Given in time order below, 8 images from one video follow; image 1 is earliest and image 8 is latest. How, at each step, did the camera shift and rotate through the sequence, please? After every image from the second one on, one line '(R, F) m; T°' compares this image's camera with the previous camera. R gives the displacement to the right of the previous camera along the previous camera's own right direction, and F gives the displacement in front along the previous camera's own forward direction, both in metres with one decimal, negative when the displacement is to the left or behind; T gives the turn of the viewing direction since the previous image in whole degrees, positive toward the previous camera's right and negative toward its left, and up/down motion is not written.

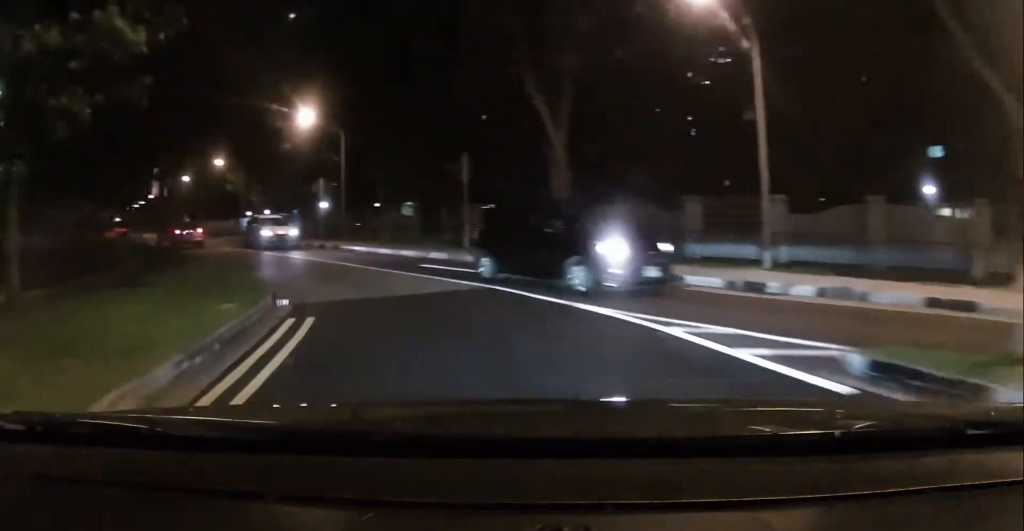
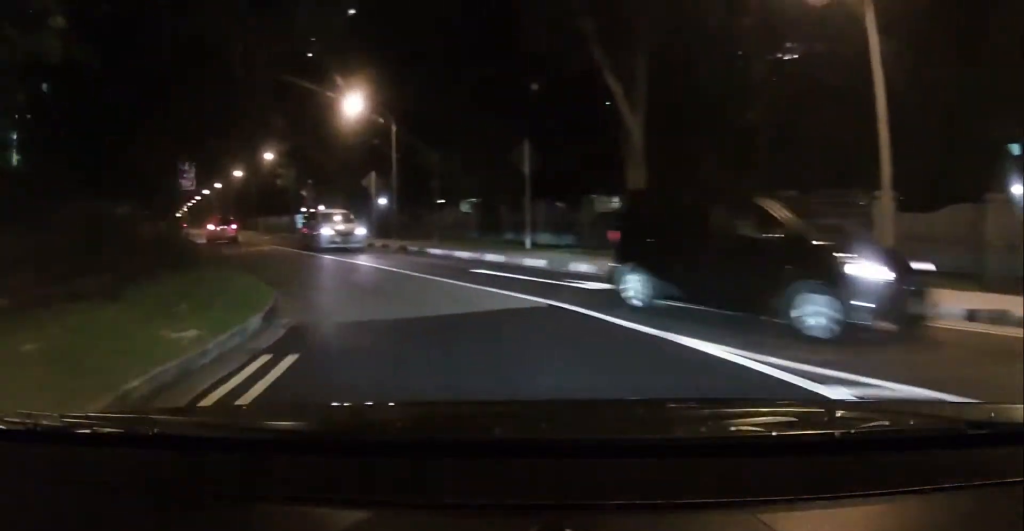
(-0.3, +2.7) m; -8°
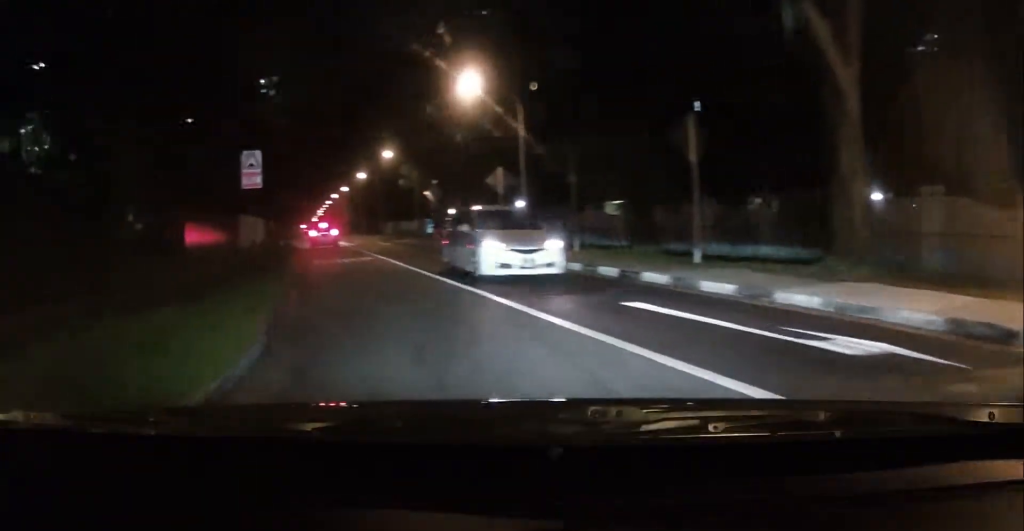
(-0.7, +5.6) m; -15°
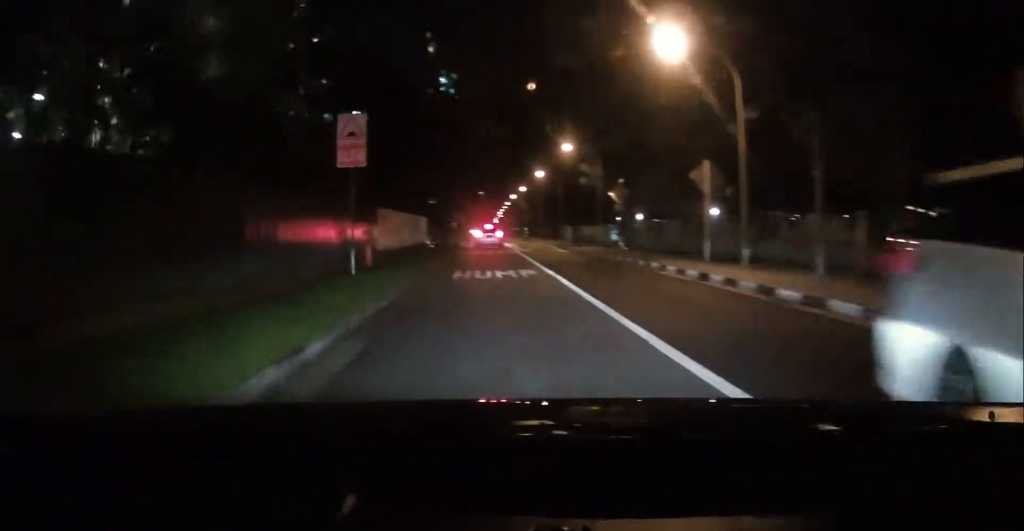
(-1.0, +6.7) m; -15°
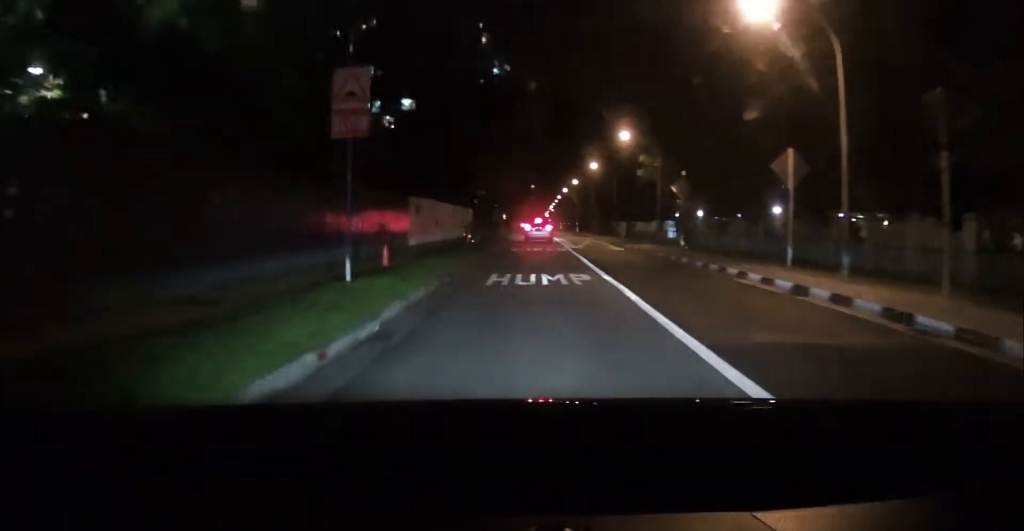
(-0.3, +3.4) m; -6°
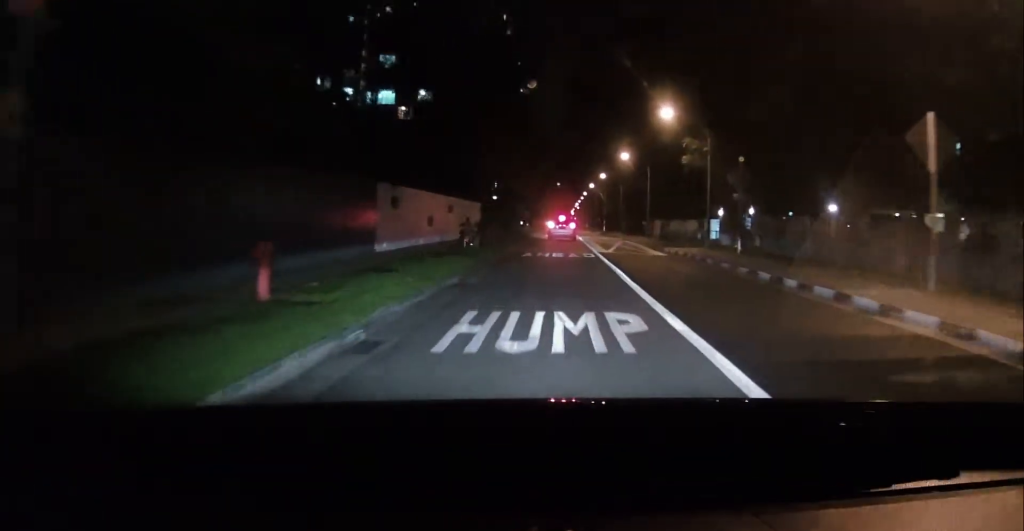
(-0.6, +6.4) m; -5°
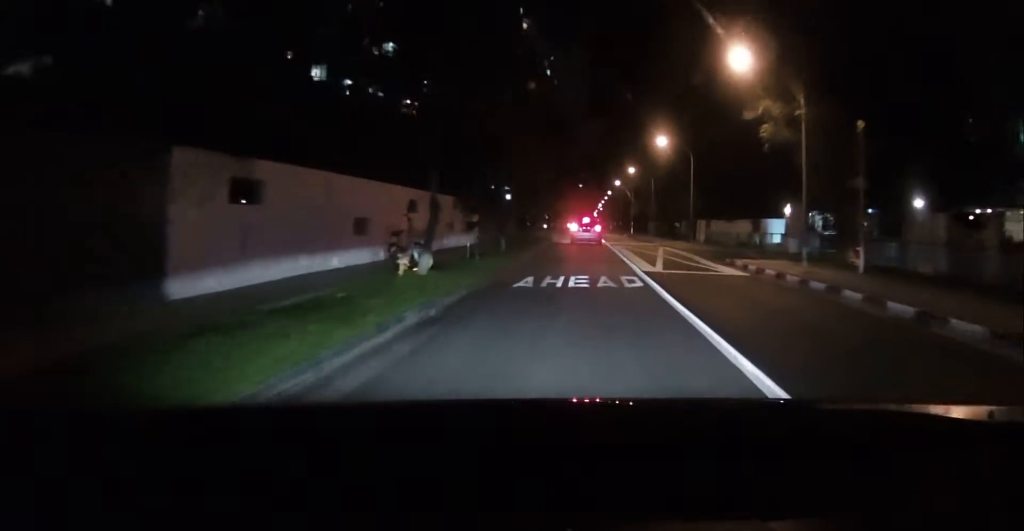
(+0.1, +8.7) m; 0°
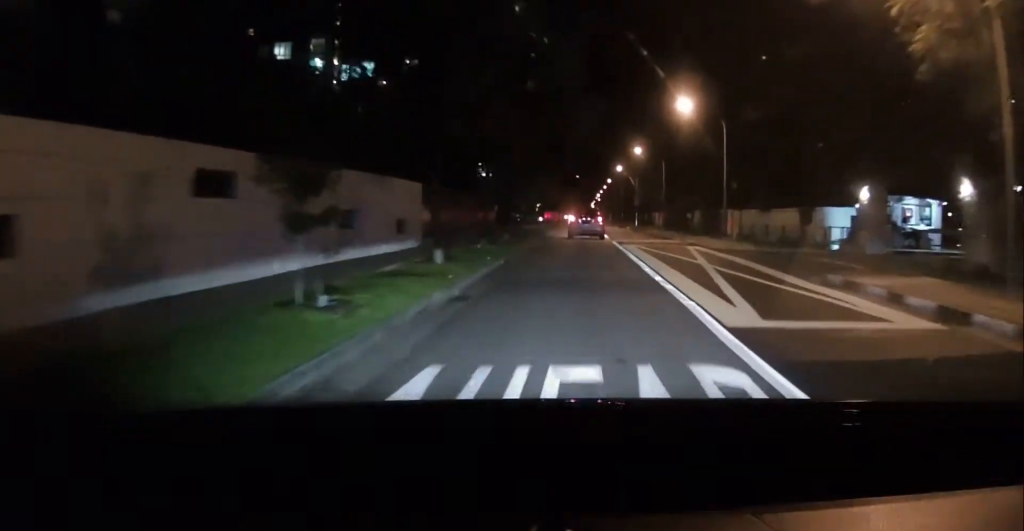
(-0.3, +9.7) m; -3°
